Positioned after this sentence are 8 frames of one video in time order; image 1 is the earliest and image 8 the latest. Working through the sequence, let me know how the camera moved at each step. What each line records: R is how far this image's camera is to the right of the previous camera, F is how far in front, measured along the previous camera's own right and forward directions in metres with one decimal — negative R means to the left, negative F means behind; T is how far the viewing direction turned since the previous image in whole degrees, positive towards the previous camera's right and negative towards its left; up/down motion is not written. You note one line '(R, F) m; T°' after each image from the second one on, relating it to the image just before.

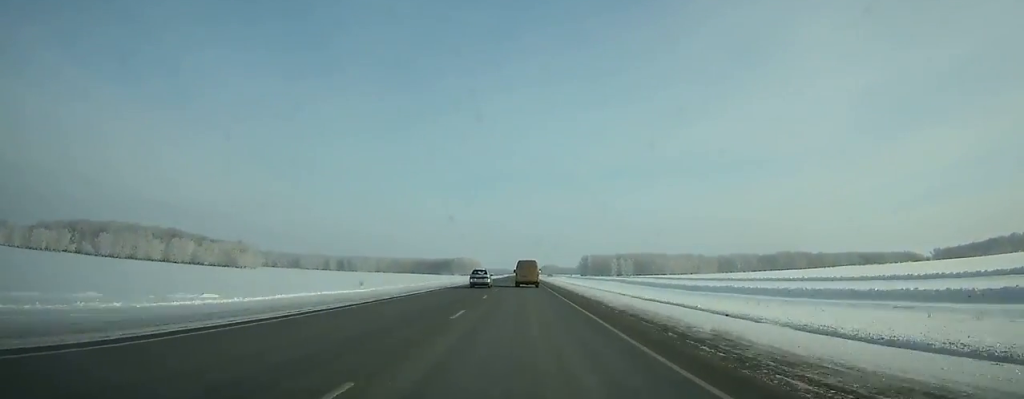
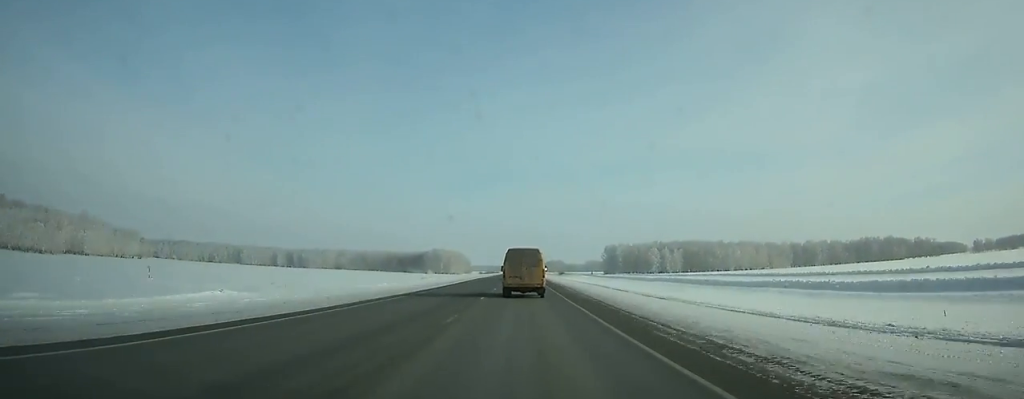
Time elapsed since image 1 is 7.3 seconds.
(-0.4, +165.3) m; 0°
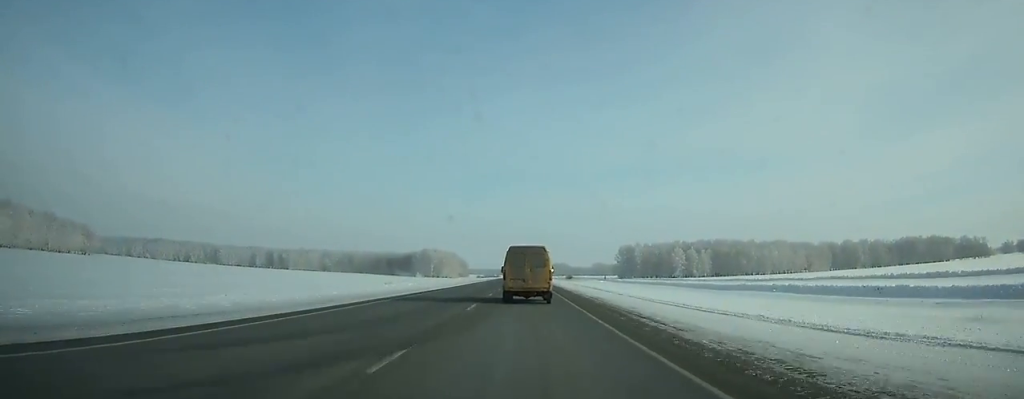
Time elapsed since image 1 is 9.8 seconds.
(0.0, +54.0) m; 0°
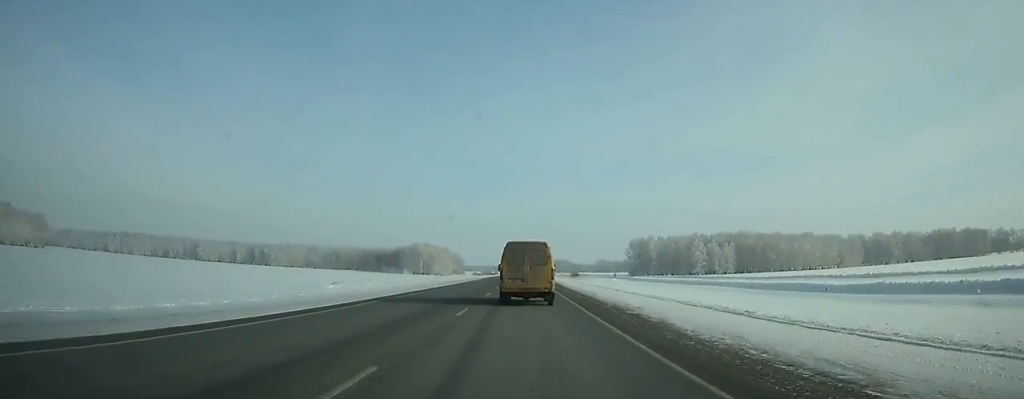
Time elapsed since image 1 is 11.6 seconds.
(0.0, +38.0) m; 0°
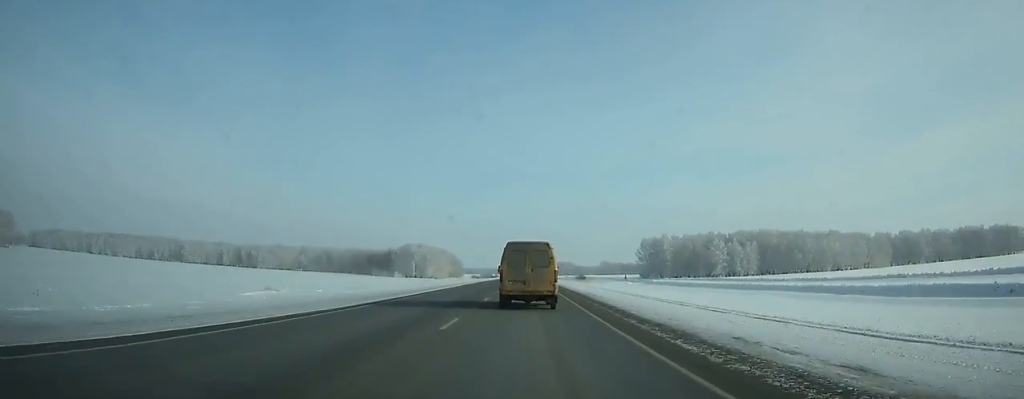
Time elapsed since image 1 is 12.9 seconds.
(-0.1, +27.3) m; 0°
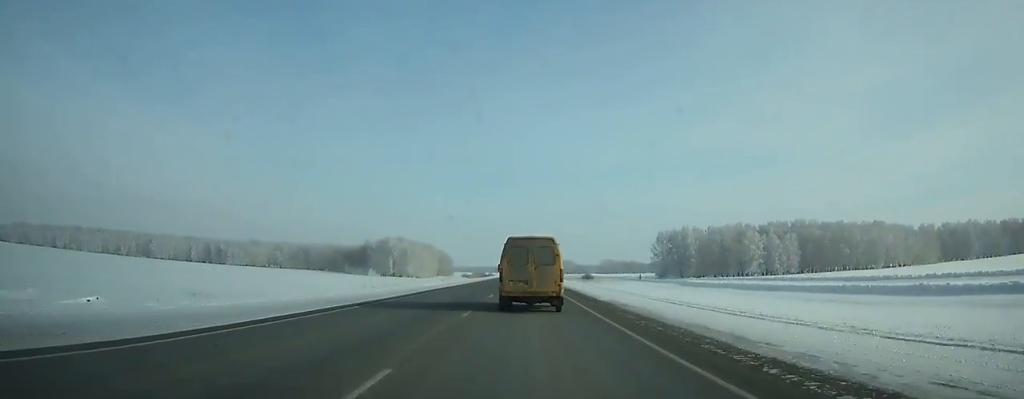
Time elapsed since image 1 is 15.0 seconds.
(+0.3, +43.4) m; 0°
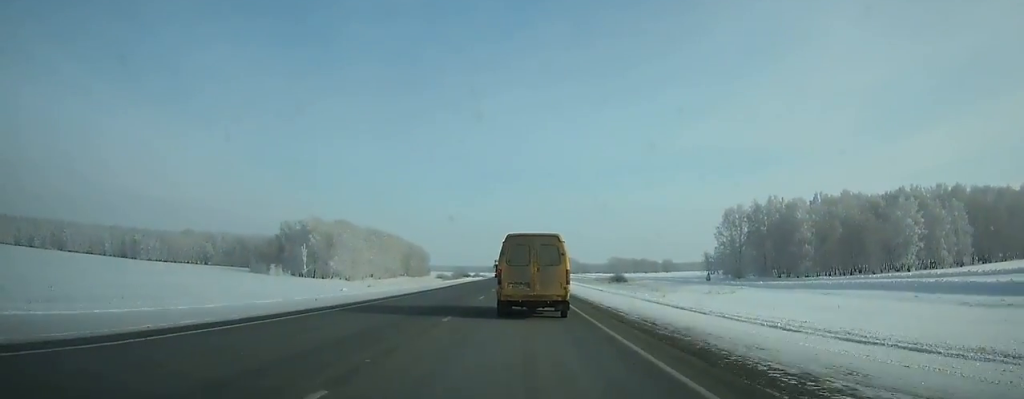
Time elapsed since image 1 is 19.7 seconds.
(+0.2, +97.8) m; 0°
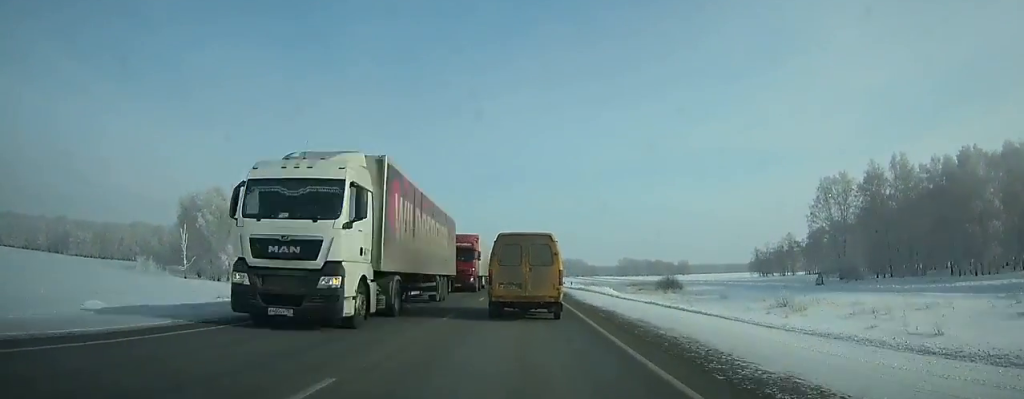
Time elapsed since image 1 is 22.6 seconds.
(-0.2, +63.1) m; -1°
